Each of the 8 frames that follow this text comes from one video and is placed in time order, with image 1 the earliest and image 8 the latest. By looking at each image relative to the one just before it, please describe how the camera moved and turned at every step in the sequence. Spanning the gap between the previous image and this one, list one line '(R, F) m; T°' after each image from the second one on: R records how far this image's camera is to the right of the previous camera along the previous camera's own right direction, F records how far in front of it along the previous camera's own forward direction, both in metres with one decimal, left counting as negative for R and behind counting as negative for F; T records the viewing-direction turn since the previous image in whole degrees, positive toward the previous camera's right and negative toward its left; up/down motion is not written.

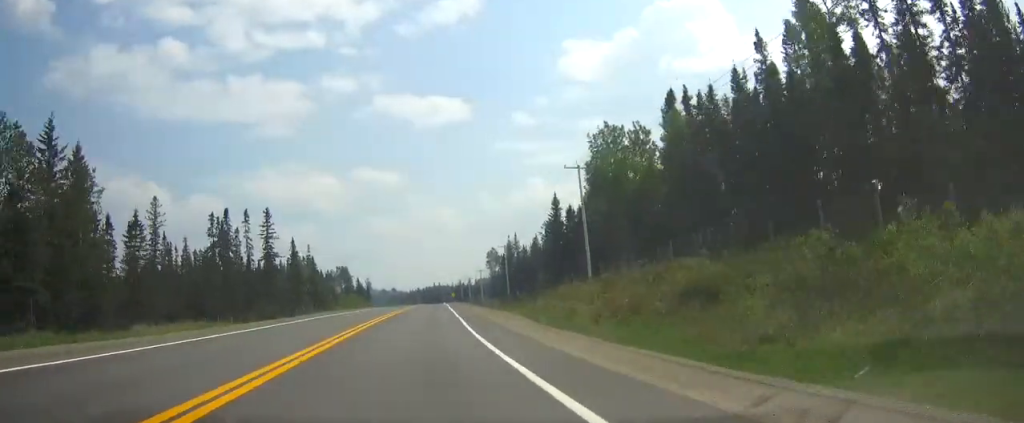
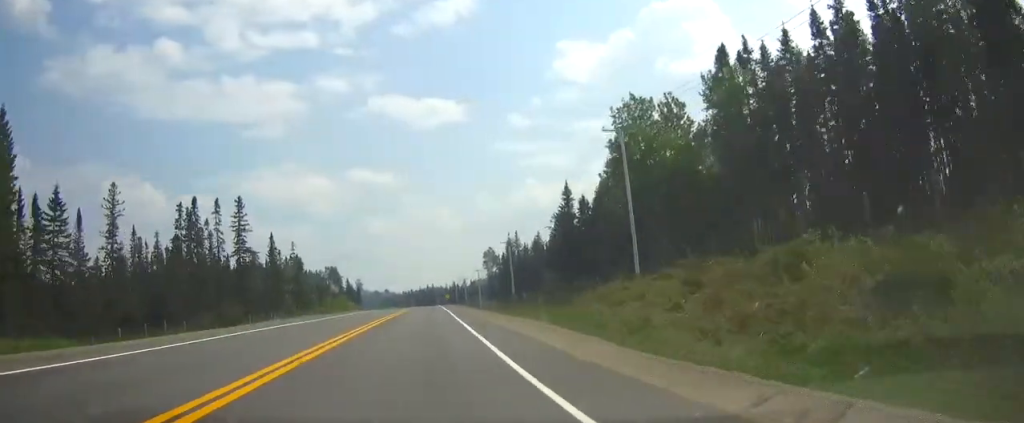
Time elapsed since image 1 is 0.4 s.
(0.0, +13.9) m; 0°
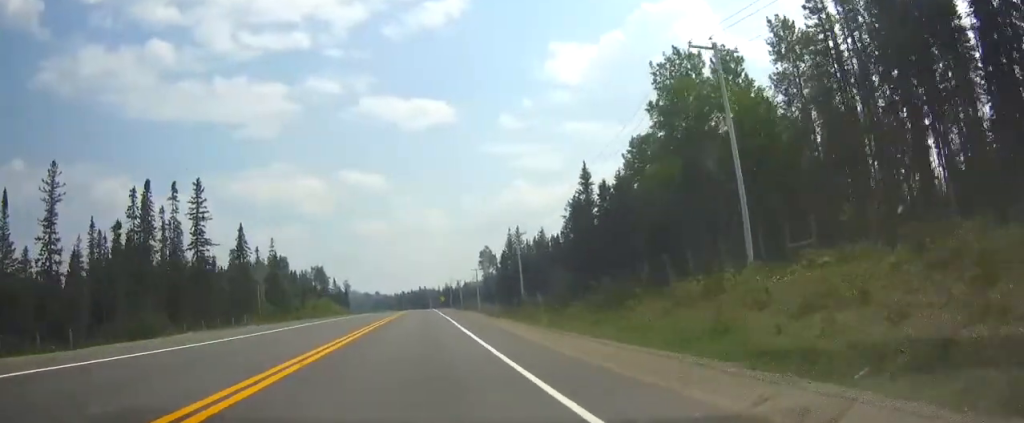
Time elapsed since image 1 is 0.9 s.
(0.0, +16.1) m; 0°
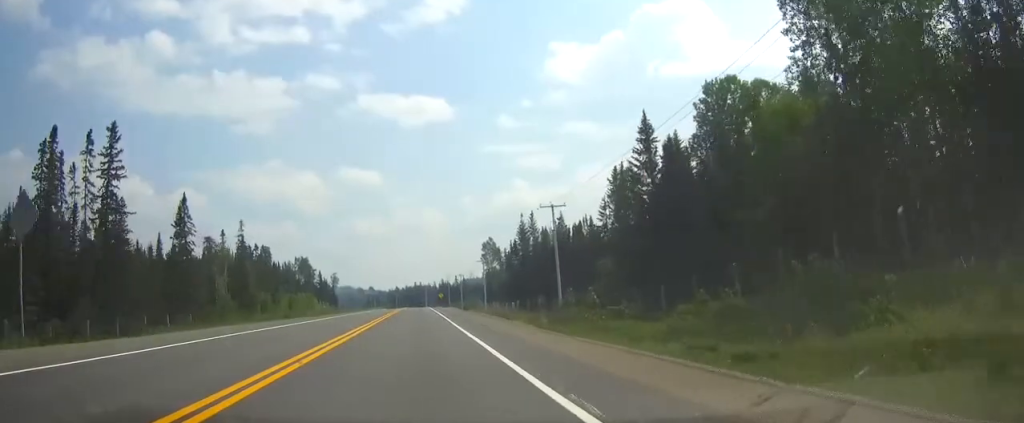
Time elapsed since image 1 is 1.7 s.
(0.0, +24.7) m; 0°
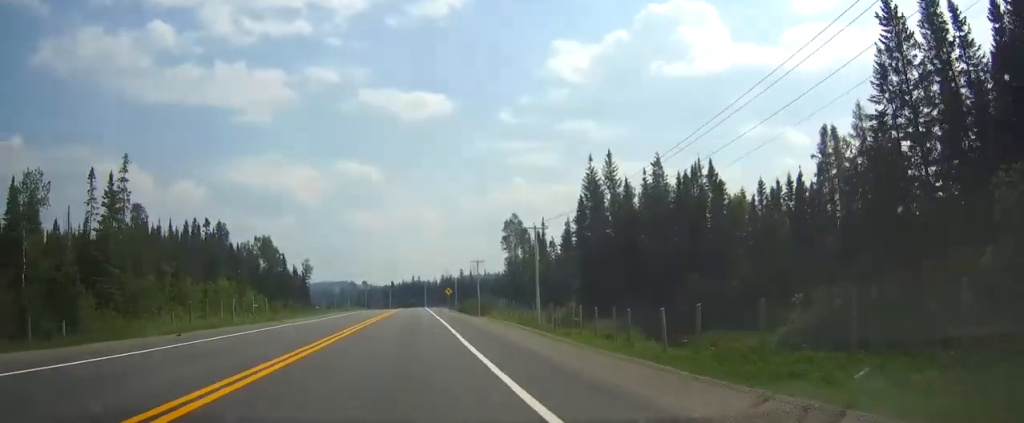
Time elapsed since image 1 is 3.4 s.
(0.0, +54.9) m; 0°
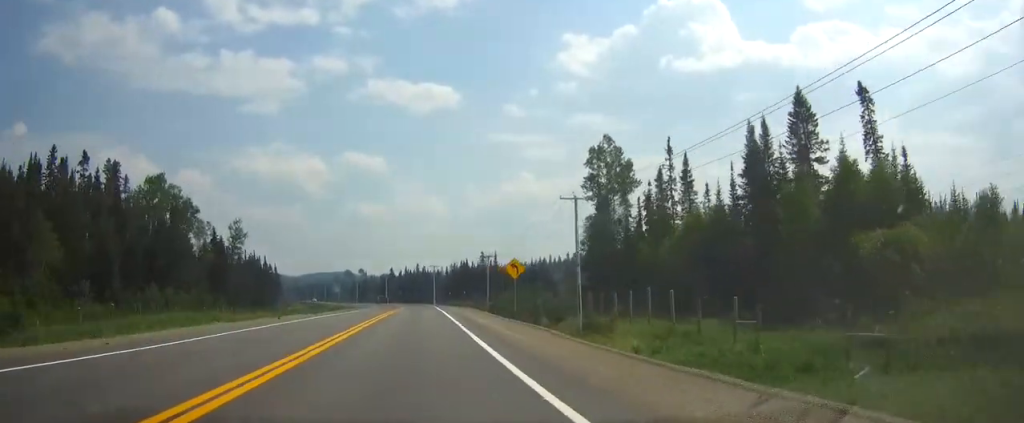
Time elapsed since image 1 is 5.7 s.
(0.0, +74.3) m; +2°
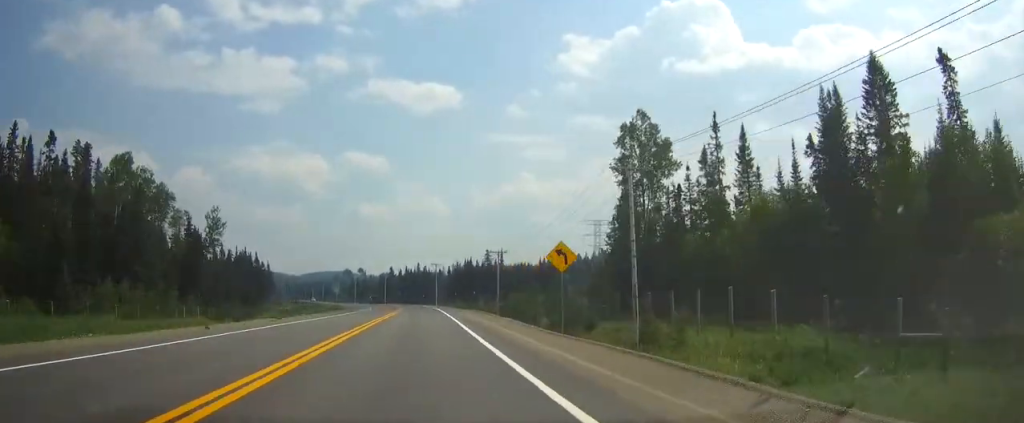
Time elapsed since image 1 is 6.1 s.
(+0.5, +12.9) m; +1°
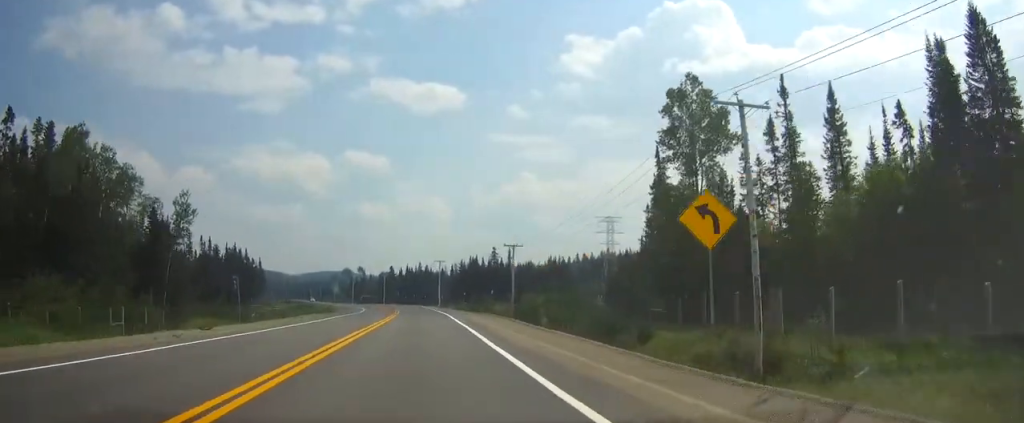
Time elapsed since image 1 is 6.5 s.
(+0.3, +14.0) m; +1°
